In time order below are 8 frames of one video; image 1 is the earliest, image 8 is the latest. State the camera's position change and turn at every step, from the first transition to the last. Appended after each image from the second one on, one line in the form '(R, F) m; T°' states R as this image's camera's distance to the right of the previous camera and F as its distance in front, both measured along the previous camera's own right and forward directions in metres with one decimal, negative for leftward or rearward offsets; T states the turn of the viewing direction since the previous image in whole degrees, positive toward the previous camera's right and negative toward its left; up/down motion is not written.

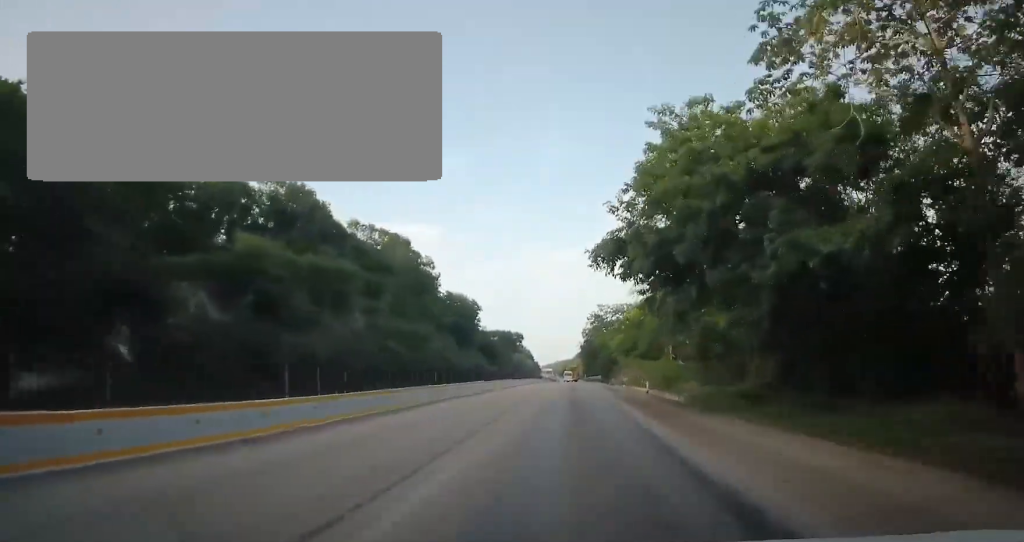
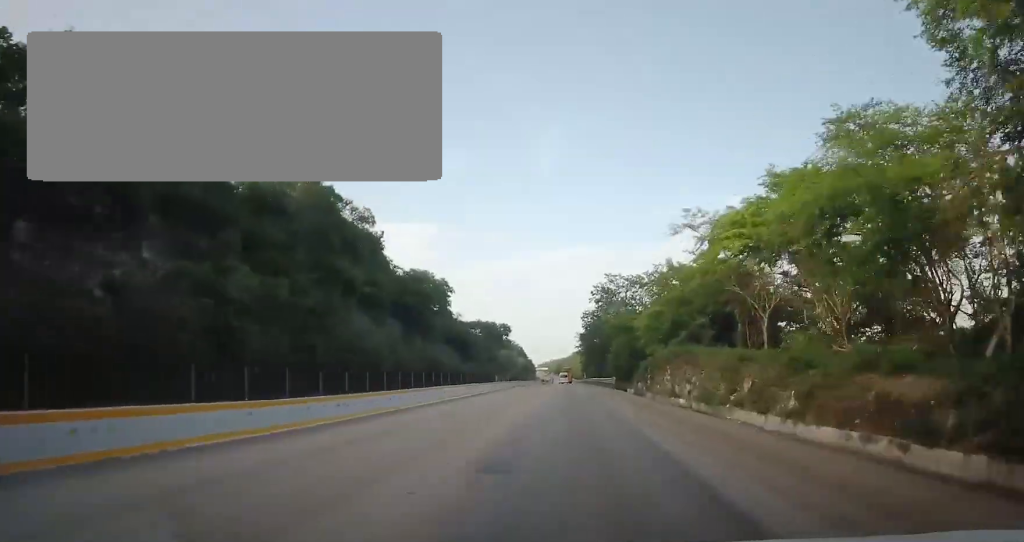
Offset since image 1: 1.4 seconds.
(+0.6, +35.3) m; +2°
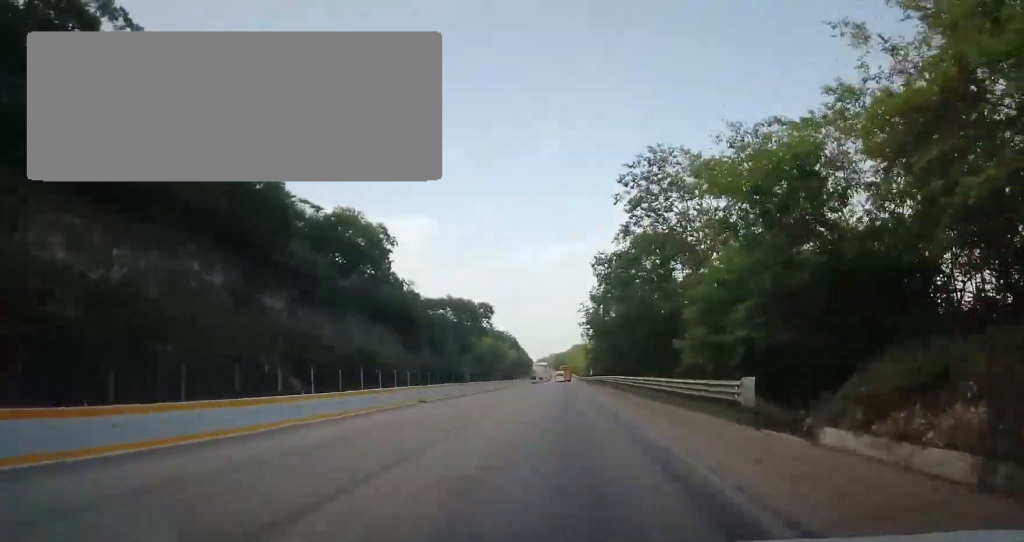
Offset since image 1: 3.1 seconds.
(0.0, +44.0) m; -1°
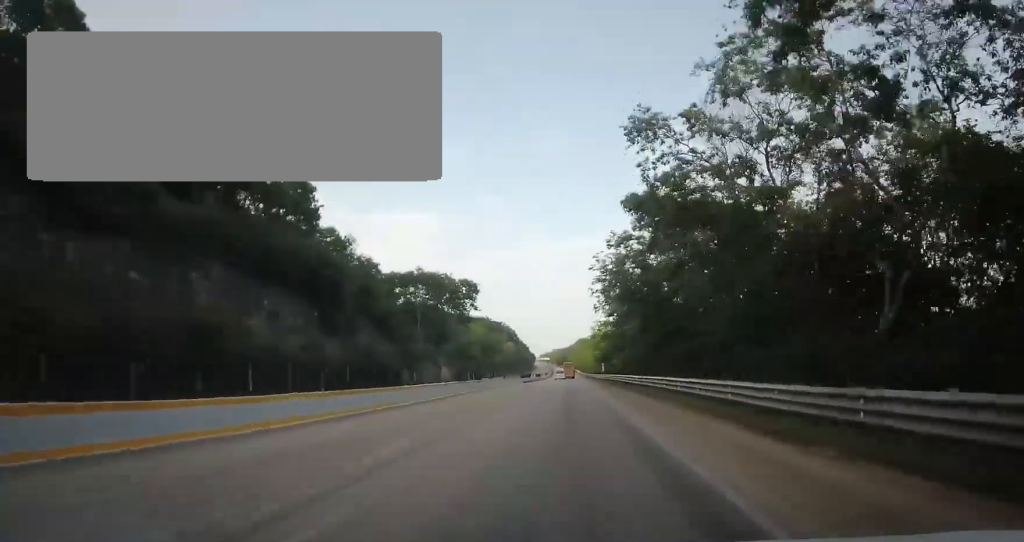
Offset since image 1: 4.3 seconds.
(-0.4, +29.7) m; -1°
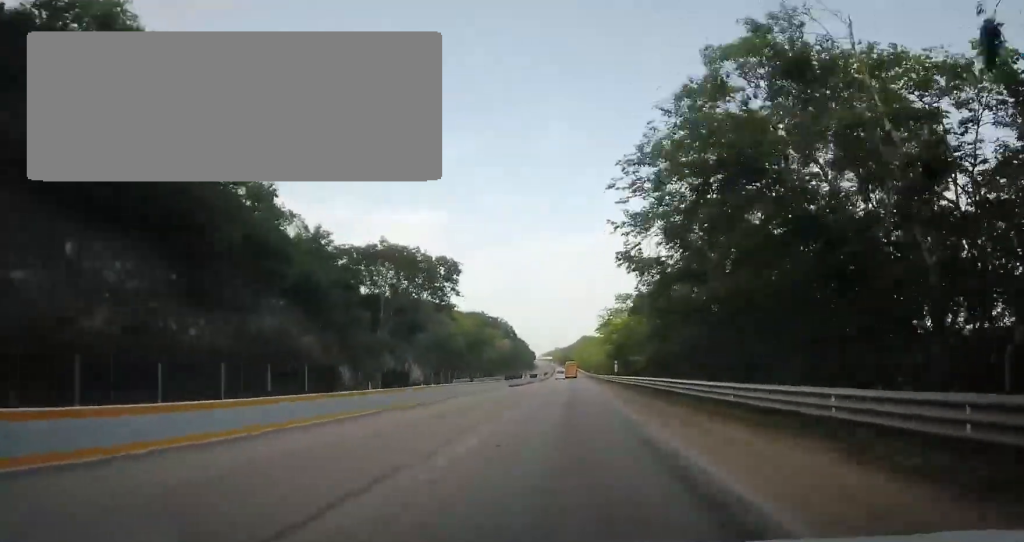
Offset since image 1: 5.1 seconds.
(-0.3, +21.6) m; 0°
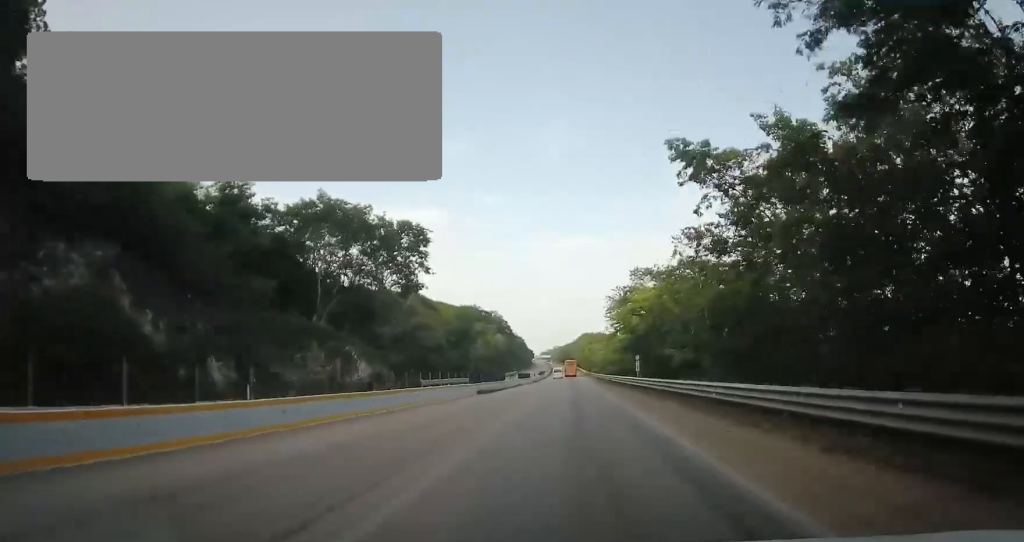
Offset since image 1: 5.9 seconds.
(+0.5, +21.2) m; +1°
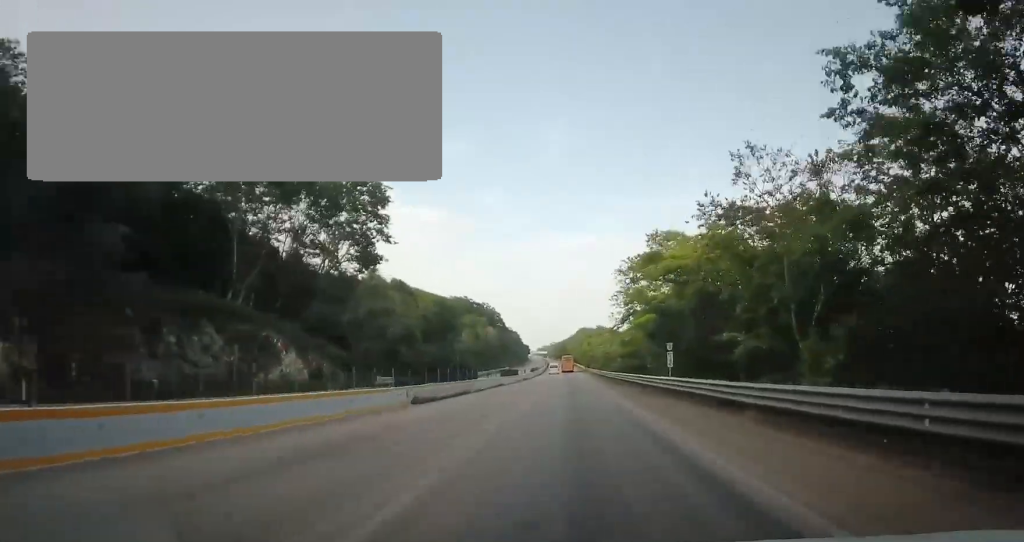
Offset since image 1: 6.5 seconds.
(0.0, +16.0) m; 0°
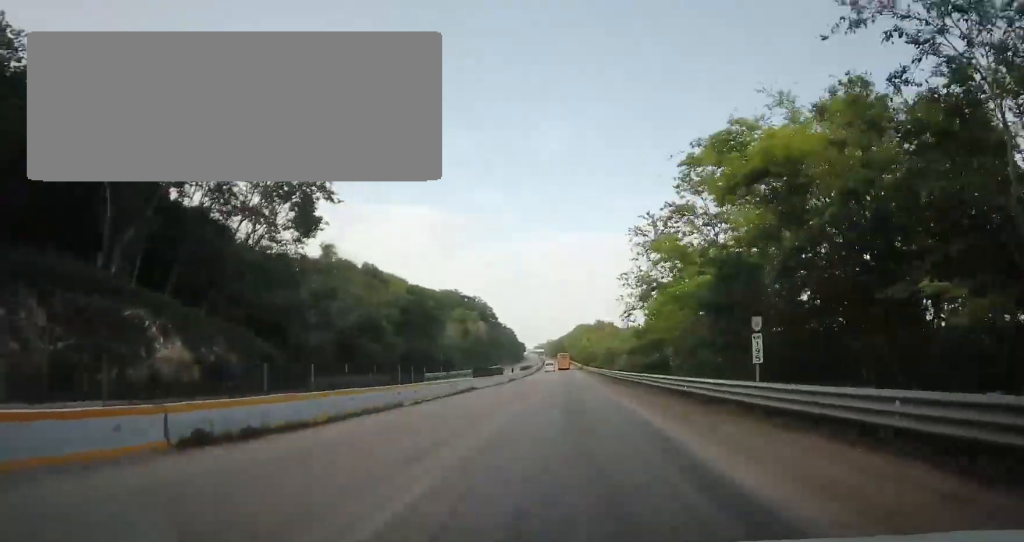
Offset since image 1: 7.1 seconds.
(0.0, +14.7) m; 0°
